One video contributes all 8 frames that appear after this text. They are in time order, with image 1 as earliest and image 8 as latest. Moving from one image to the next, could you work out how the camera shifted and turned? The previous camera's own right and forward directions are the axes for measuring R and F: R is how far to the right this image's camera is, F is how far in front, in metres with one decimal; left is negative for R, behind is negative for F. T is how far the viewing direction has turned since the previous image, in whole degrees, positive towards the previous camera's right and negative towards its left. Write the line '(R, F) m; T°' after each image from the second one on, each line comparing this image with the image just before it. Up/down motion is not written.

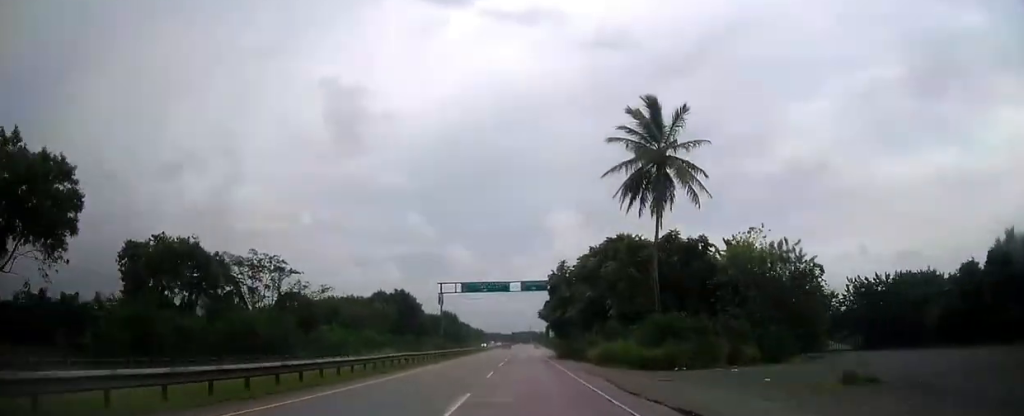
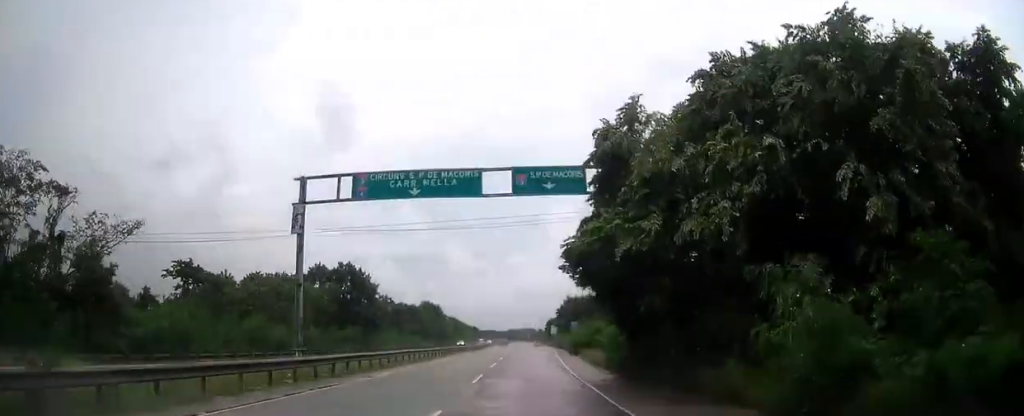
(-0.1, +43.6) m; 0°
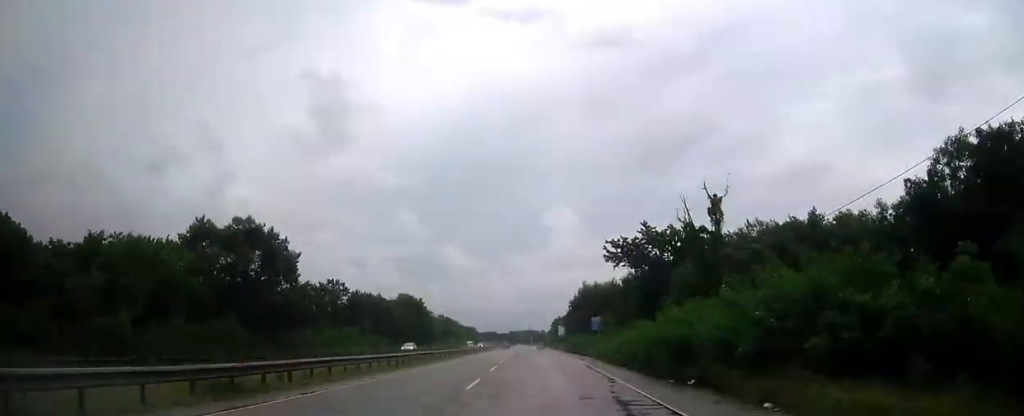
(0.0, +40.5) m; 0°
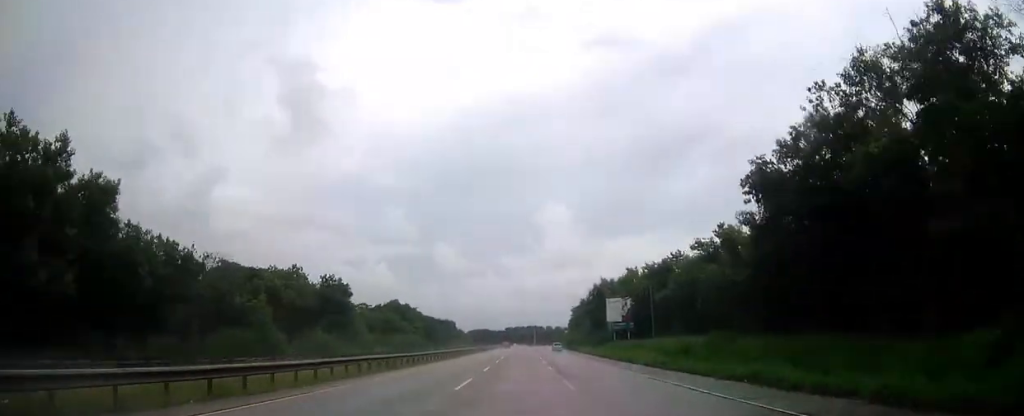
(+0.6, +142.3) m; 0°
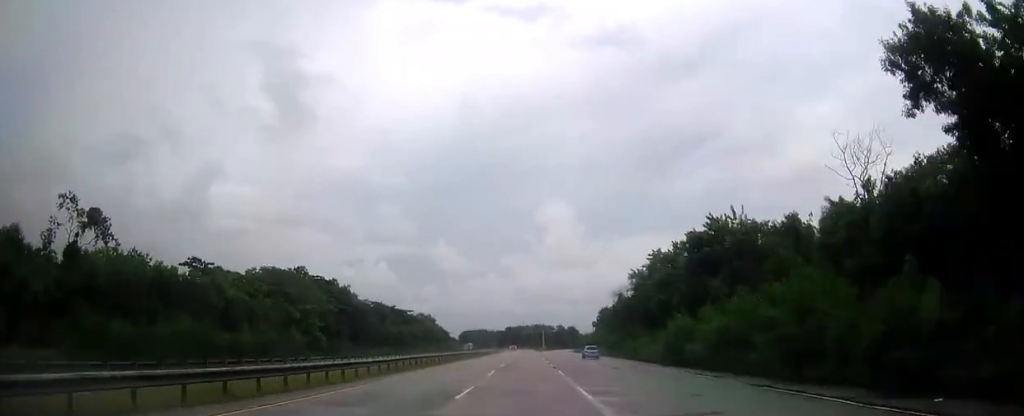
(-0.4, +92.9) m; 0°
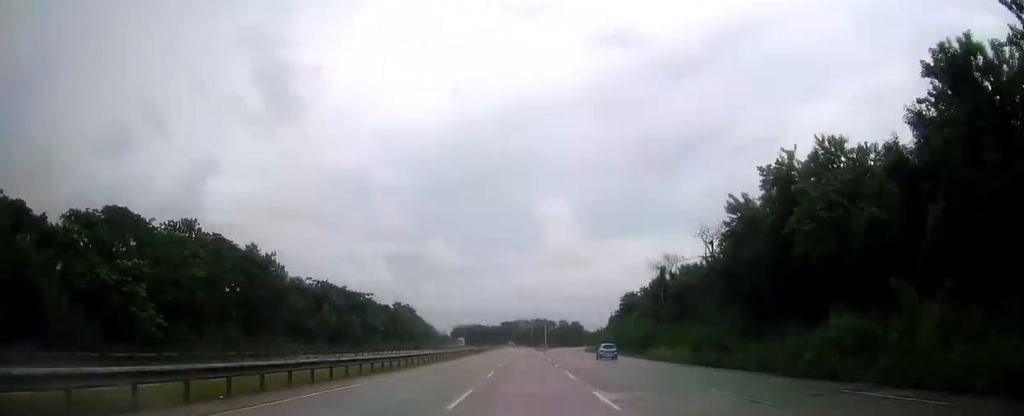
(0.0, +42.3) m; 0°
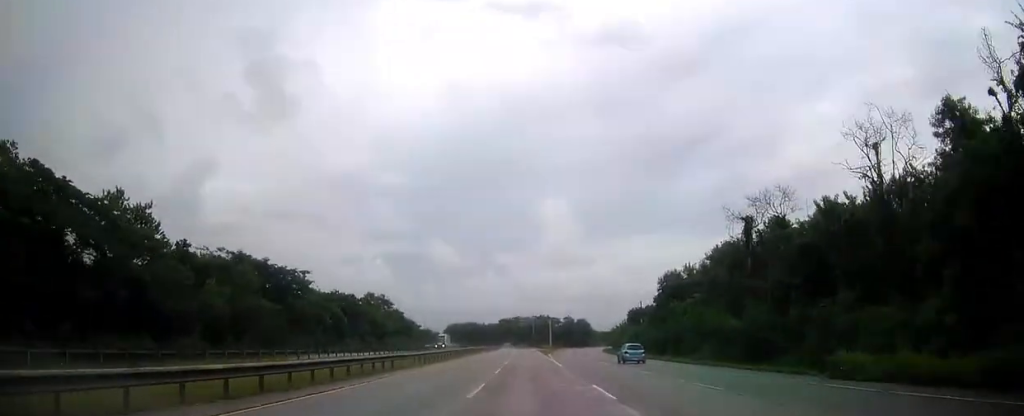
(-0.1, +36.8) m; 0°
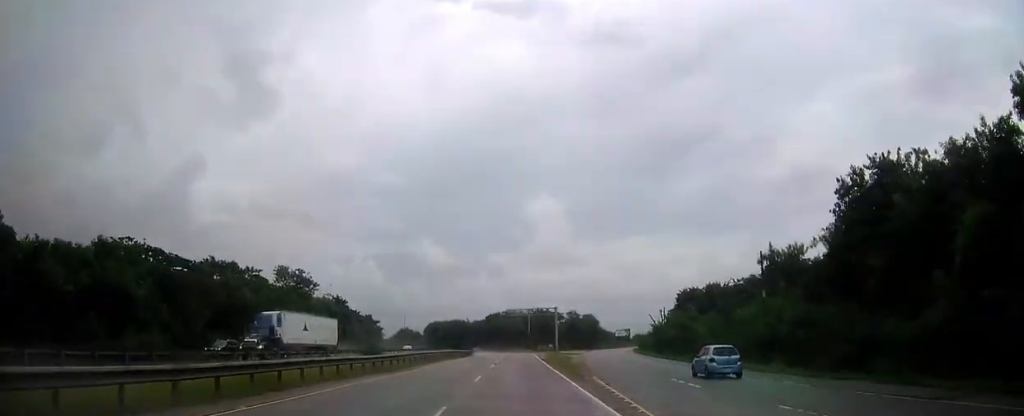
(+0.3, +58.7) m; 0°
